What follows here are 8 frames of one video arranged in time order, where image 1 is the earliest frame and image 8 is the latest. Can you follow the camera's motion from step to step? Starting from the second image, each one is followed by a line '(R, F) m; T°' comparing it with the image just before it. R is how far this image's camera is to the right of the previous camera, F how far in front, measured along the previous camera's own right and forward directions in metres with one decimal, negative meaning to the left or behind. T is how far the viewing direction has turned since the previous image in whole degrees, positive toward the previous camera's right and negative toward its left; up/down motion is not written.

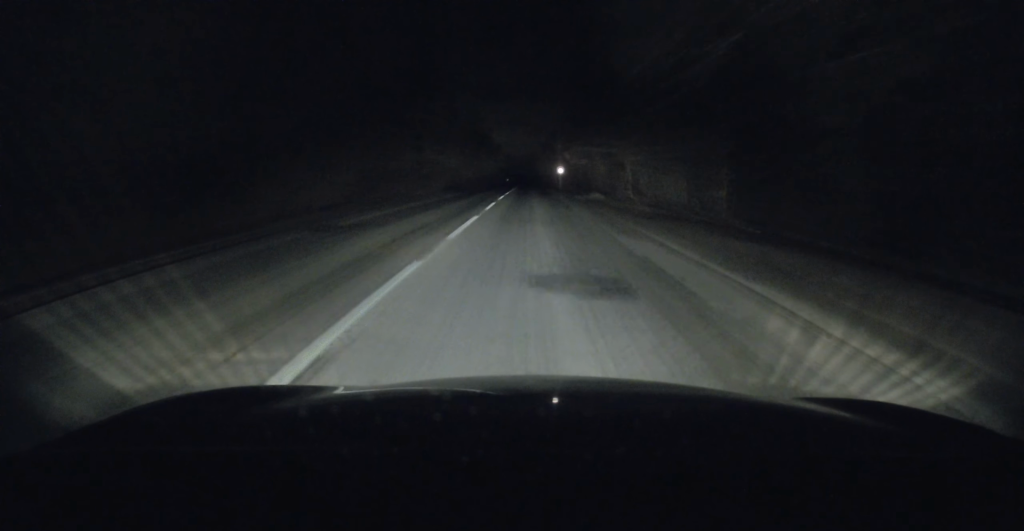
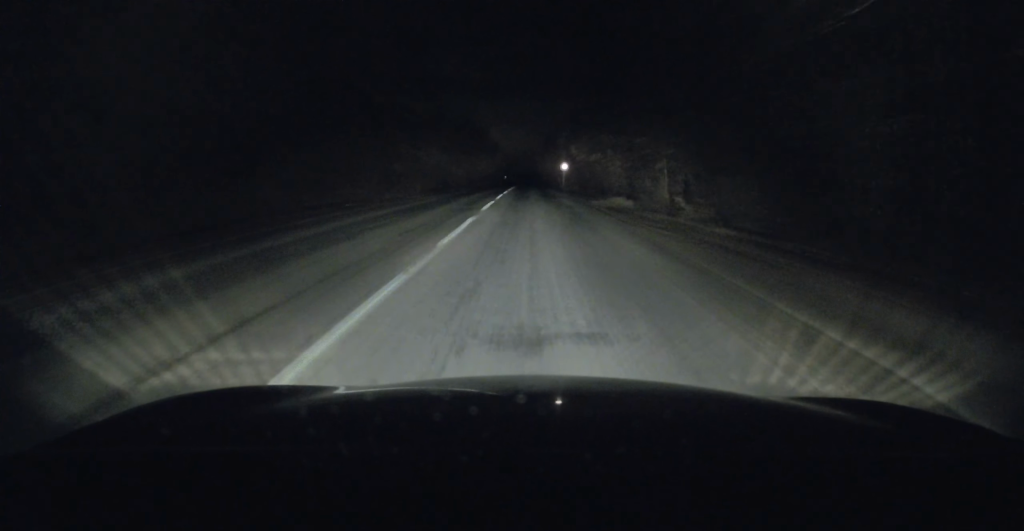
(-0.1, +10.9) m; 0°
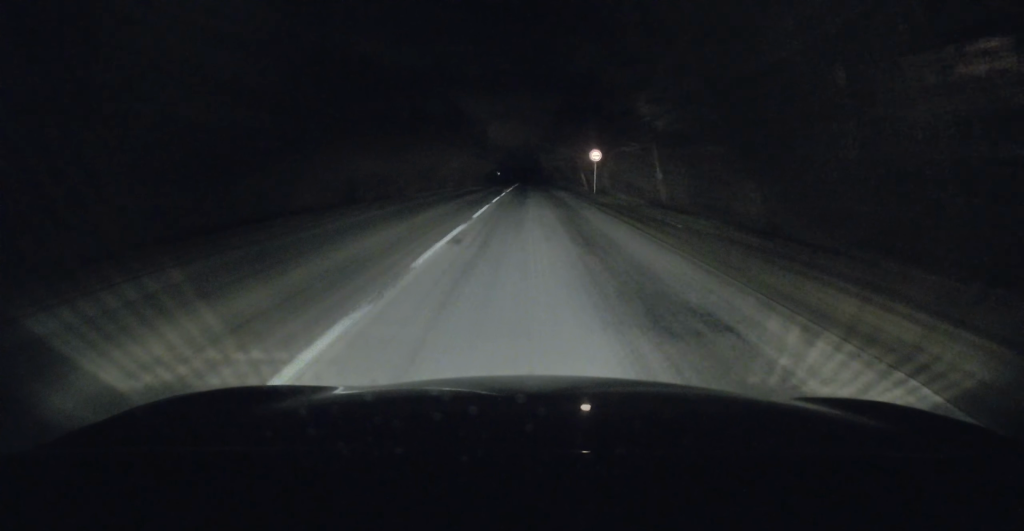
(+0.1, +38.6) m; +1°
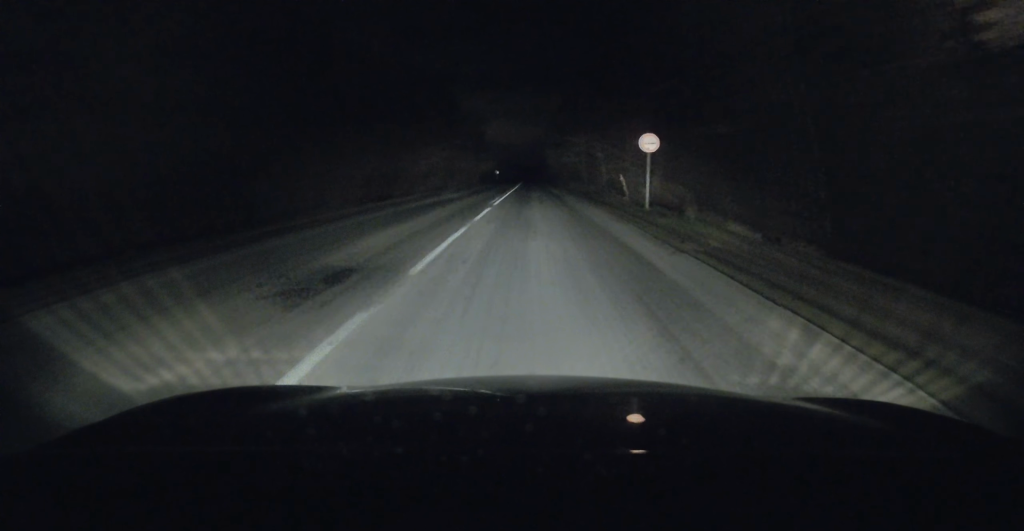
(+0.1, +18.7) m; 0°
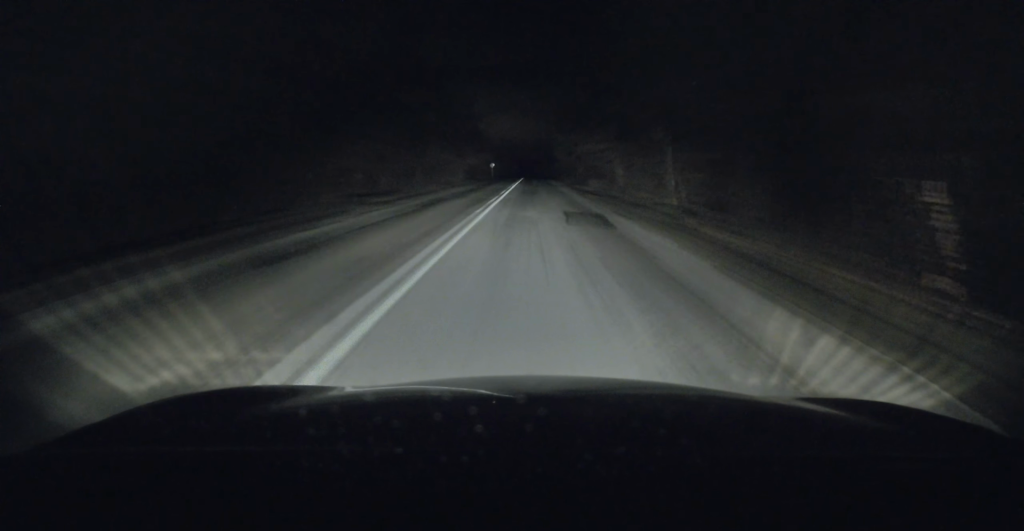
(-0.3, +23.1) m; 0°
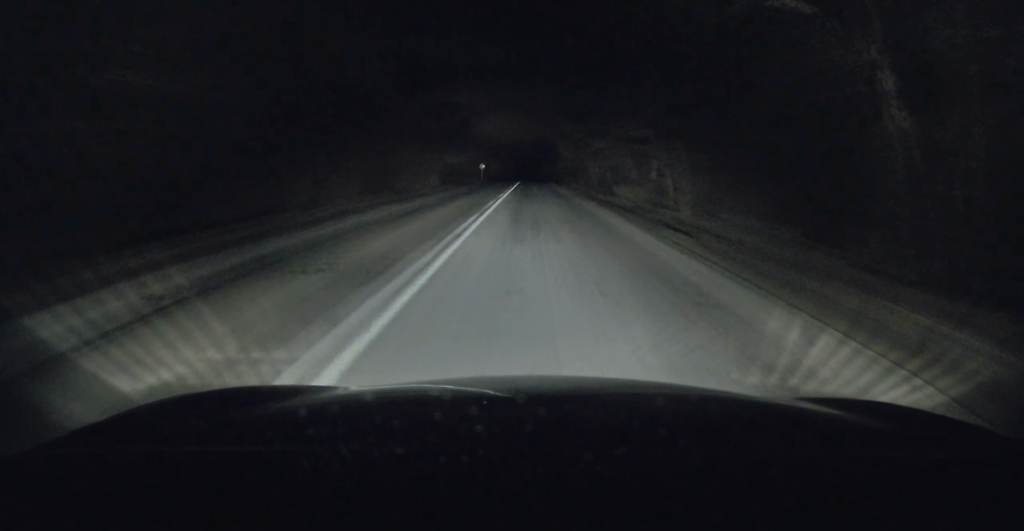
(+0.5, +18.2) m; +1°
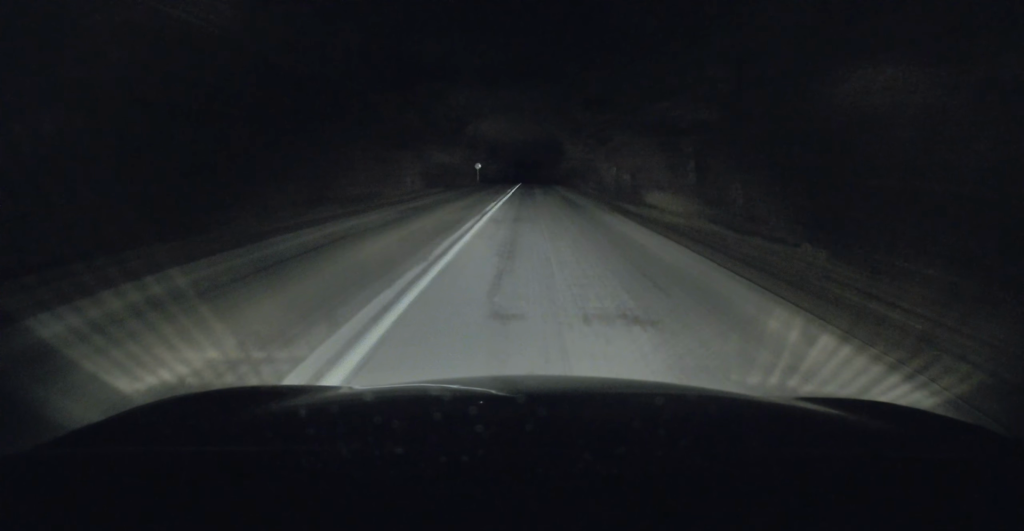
(-0.1, +10.0) m; 0°
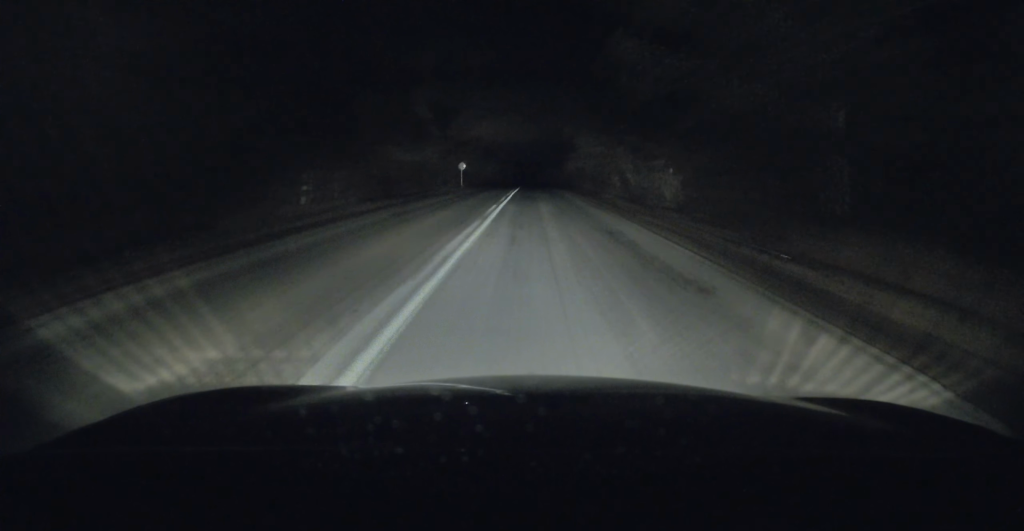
(-0.2, +18.0) m; -1°
